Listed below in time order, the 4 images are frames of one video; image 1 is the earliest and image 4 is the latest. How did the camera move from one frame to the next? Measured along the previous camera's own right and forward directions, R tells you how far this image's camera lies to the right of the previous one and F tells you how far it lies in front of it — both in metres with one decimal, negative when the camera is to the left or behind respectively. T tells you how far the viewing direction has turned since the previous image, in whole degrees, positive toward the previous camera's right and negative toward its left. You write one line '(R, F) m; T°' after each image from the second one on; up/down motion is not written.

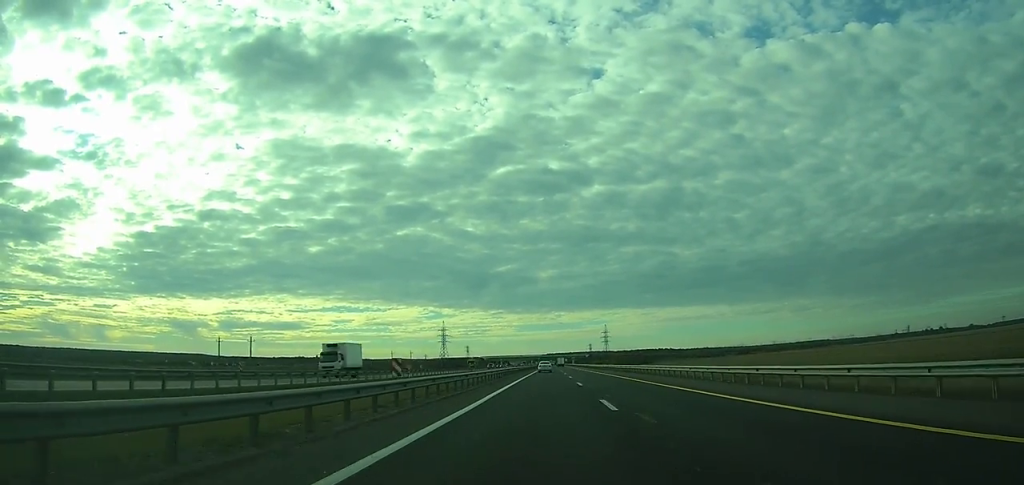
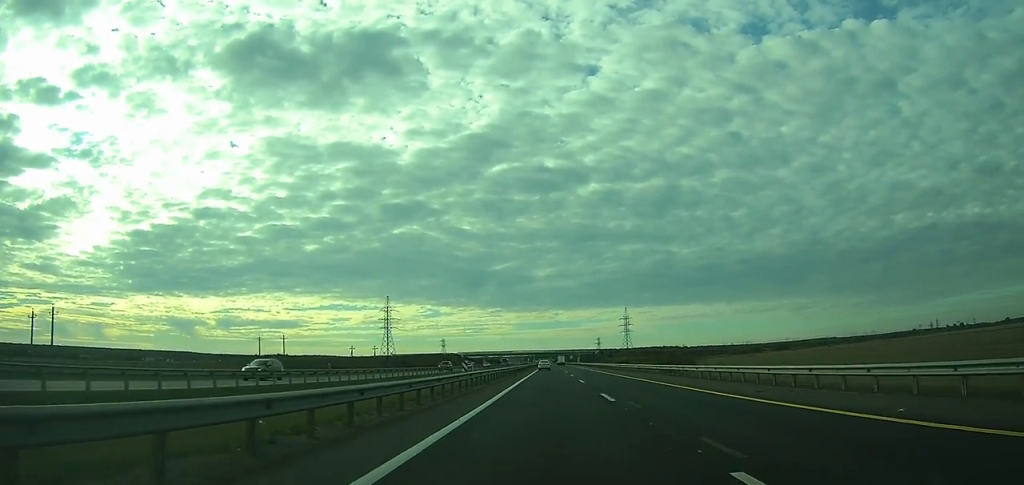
(+0.1, +100.5) m; 0°
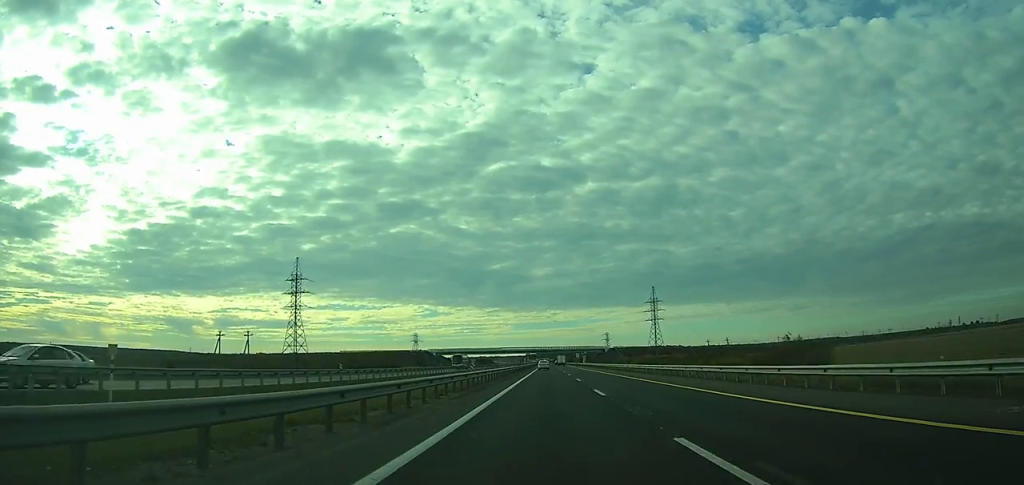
(0.0, +75.6) m; 0°
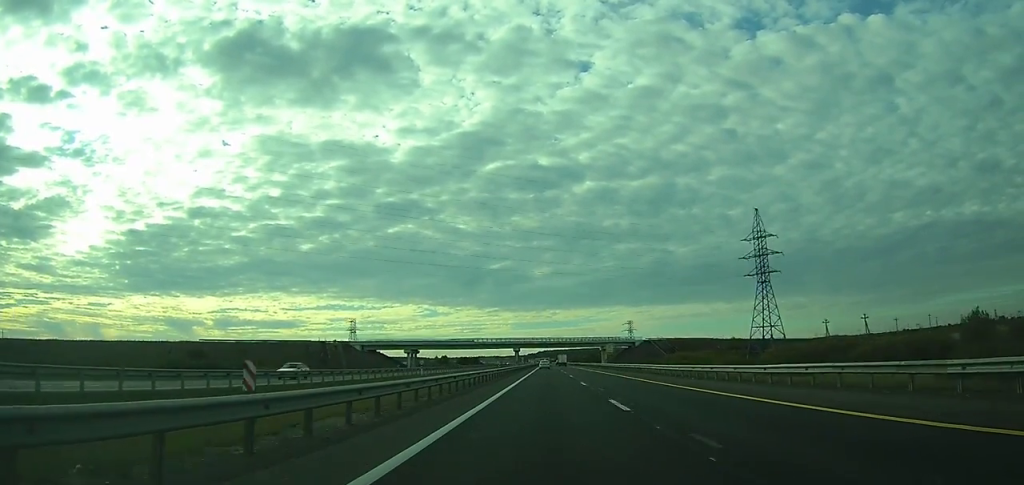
(-0.1, +104.1) m; 0°
